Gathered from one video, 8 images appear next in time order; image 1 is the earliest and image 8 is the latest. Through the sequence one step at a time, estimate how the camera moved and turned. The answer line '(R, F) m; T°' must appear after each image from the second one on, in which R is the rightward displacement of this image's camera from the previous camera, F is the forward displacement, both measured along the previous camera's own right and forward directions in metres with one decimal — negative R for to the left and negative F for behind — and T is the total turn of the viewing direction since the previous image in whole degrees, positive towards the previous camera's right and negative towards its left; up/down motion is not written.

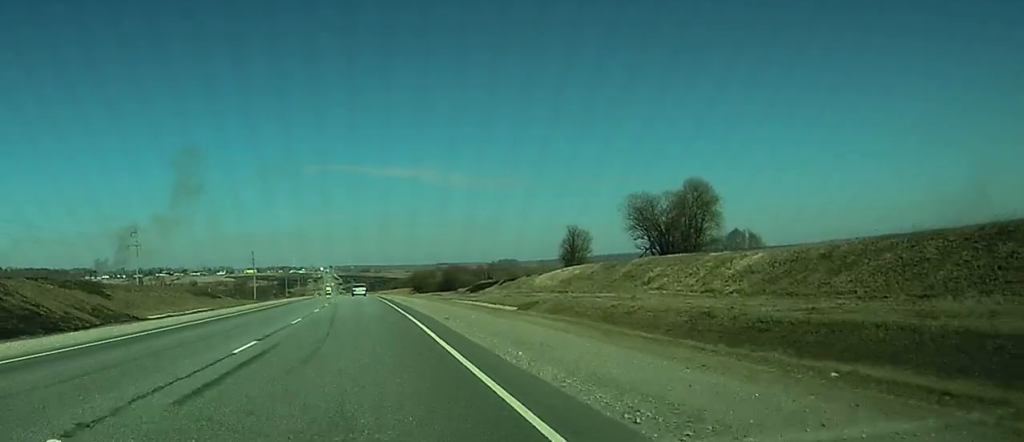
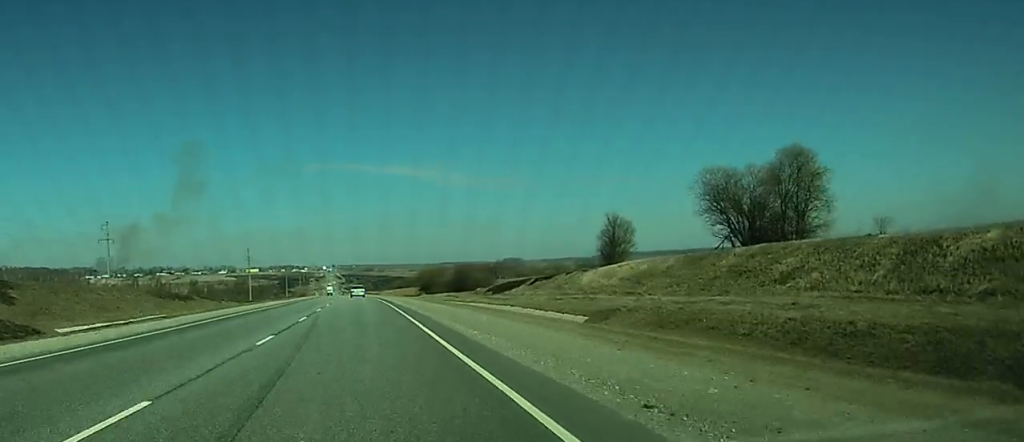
(-0.1, +22.0) m; 0°
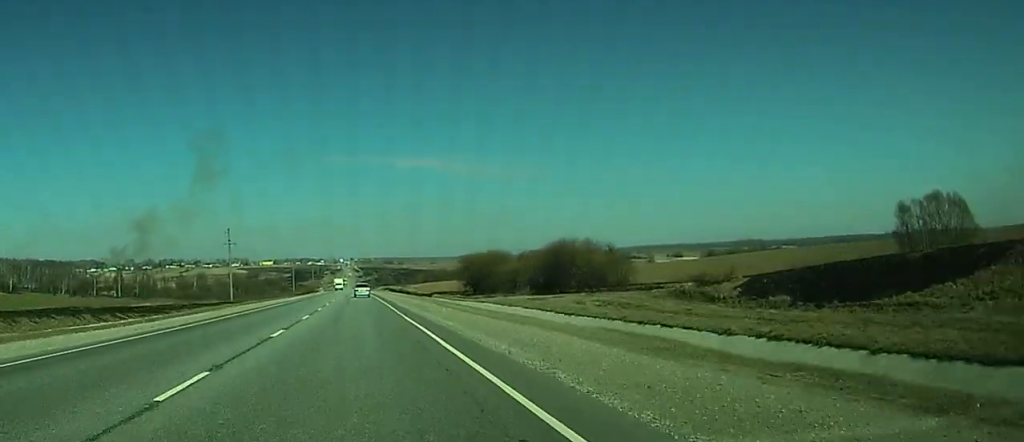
(-0.6, +83.0) m; 0°
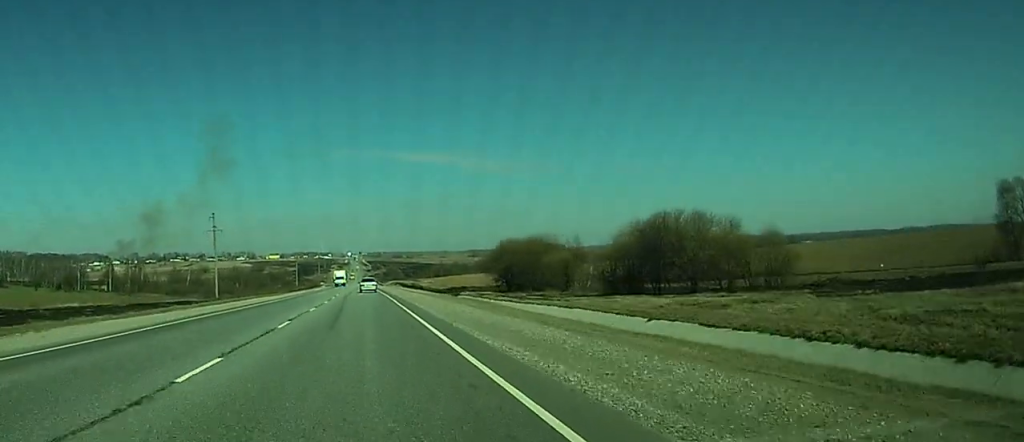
(0.0, +35.9) m; 0°
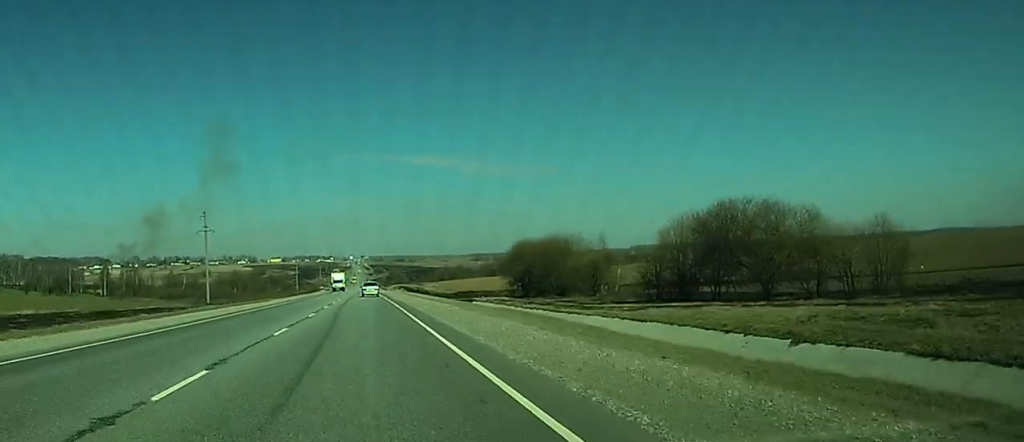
(0.0, +13.8) m; 0°
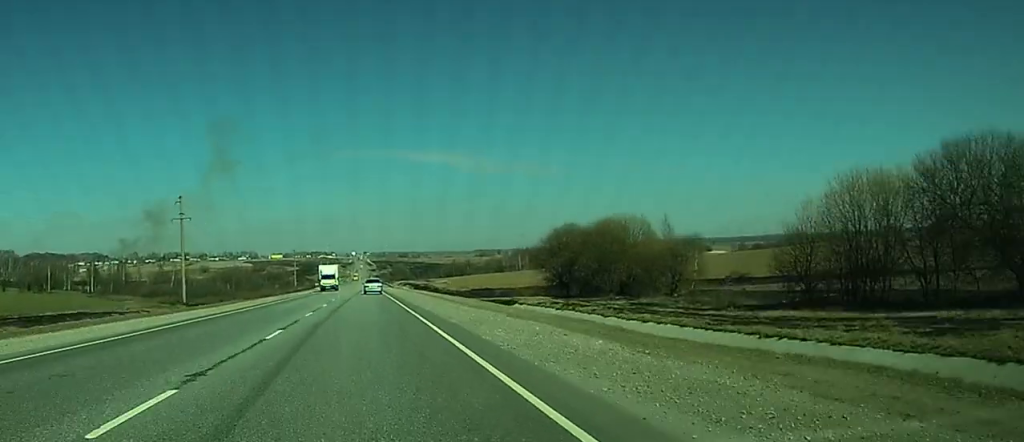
(-0.2, +27.6) m; -1°
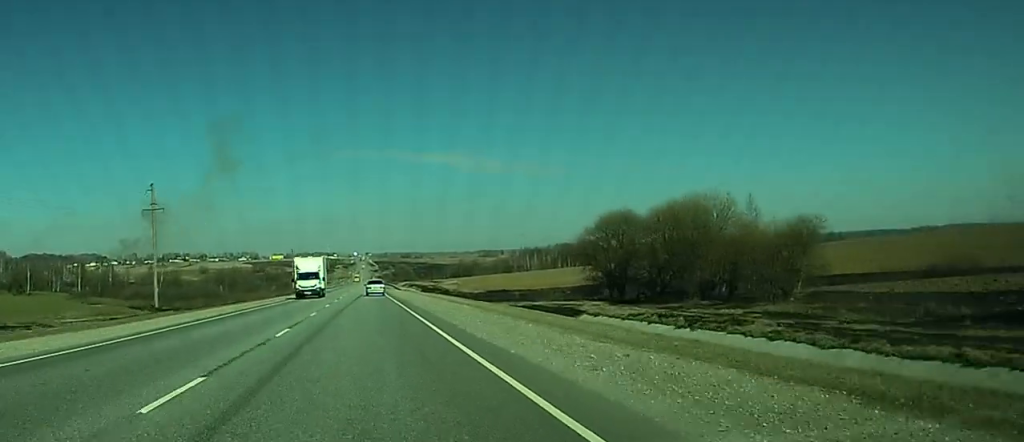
(-0.1, +23.4) m; 0°
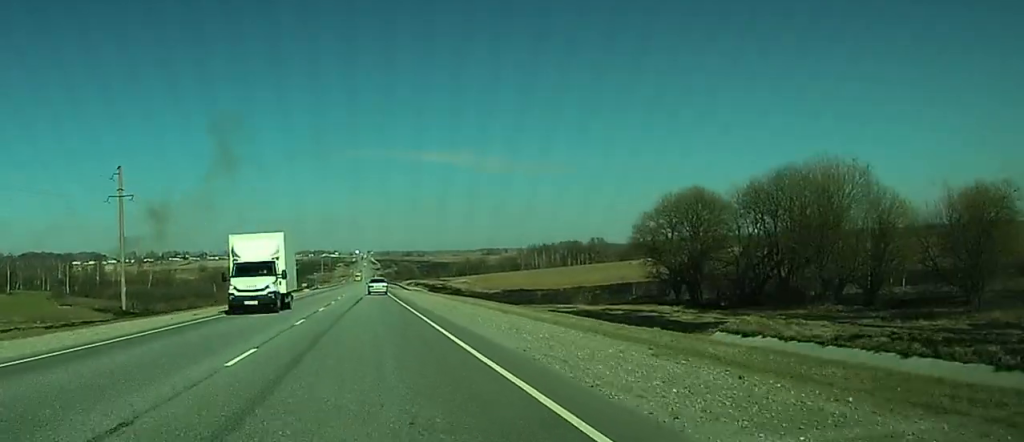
(-0.1, +20.1) m; 0°
